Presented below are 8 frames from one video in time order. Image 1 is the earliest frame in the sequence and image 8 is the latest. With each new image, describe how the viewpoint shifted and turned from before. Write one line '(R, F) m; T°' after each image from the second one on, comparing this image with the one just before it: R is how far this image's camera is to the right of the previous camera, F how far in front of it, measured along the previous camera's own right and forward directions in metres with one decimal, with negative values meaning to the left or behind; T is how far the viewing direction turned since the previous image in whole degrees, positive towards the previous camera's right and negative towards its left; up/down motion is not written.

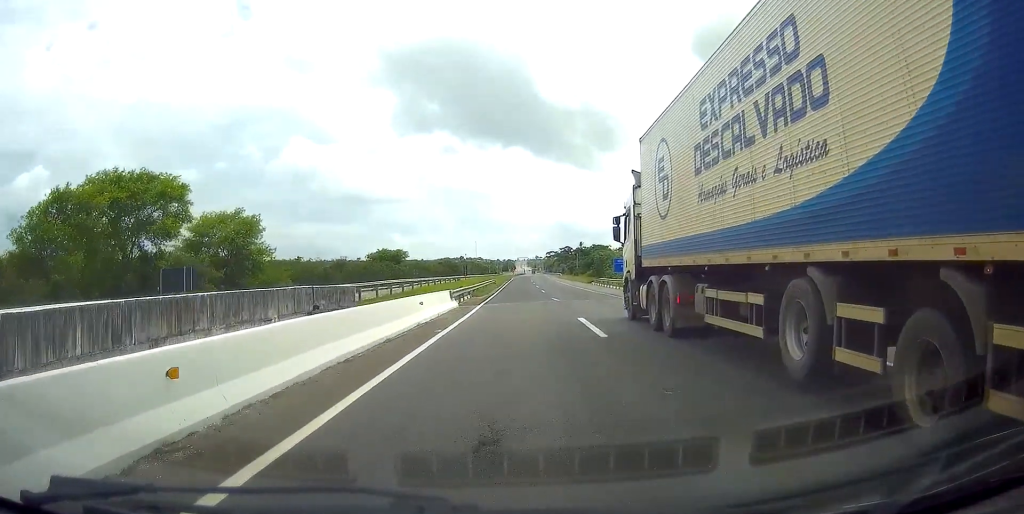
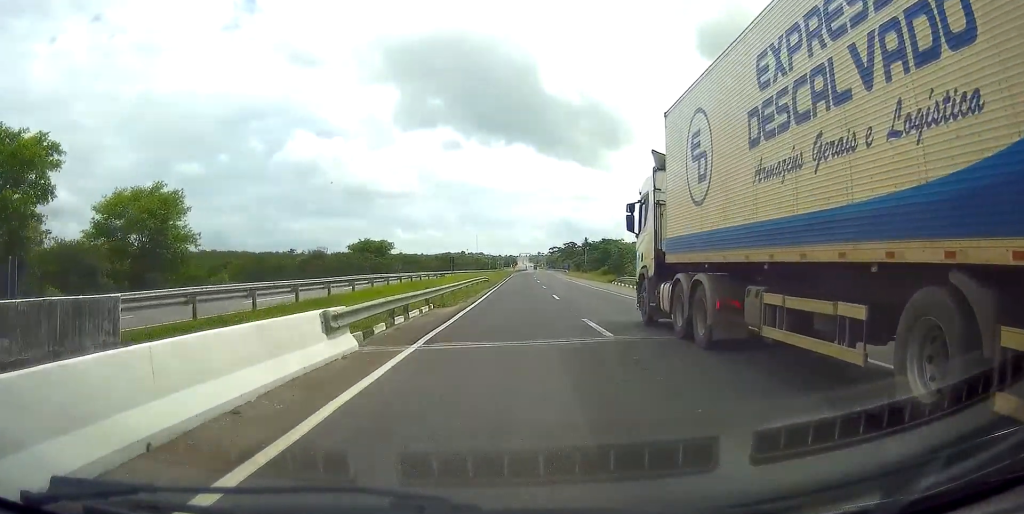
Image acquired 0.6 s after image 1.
(0.0, +17.3) m; -1°
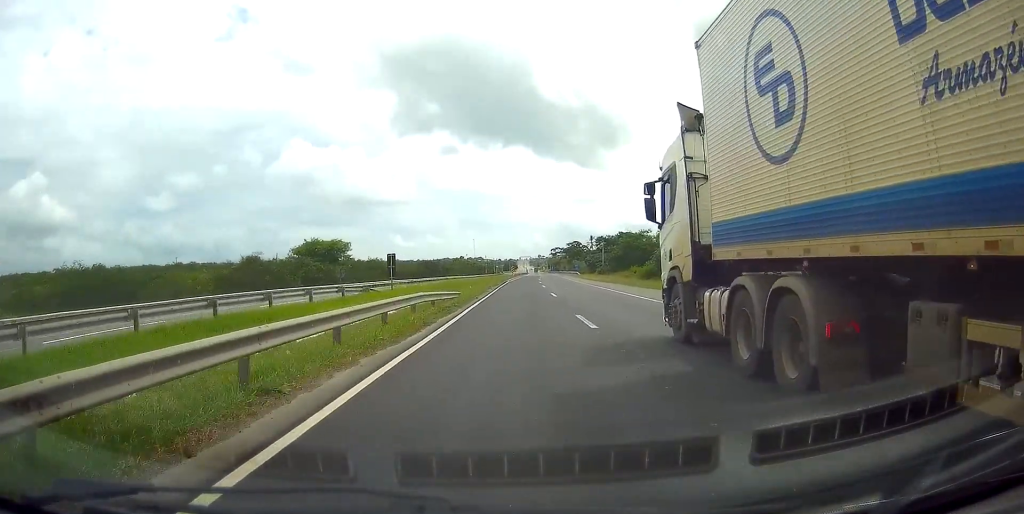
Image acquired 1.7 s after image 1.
(-0.4, +30.8) m; -1°
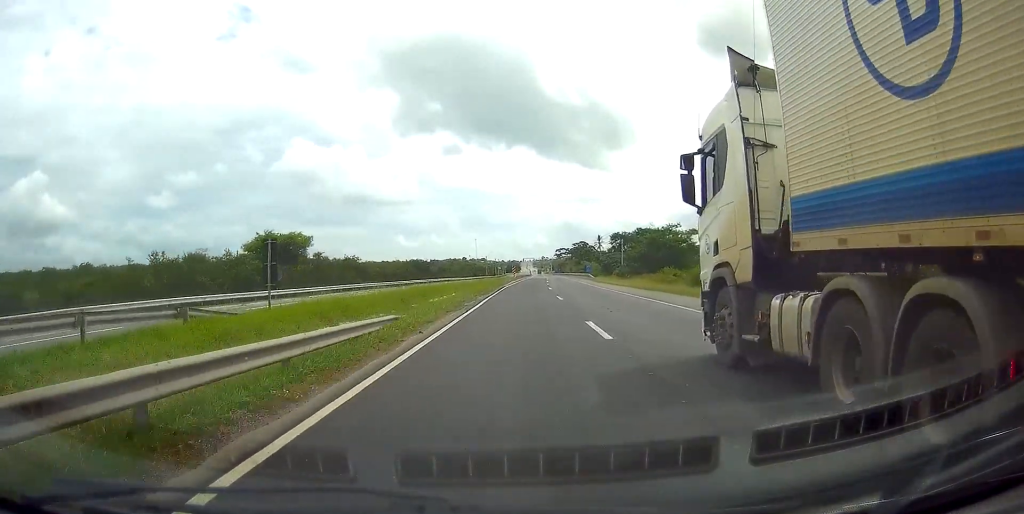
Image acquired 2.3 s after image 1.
(-0.2, +18.3) m; 0°
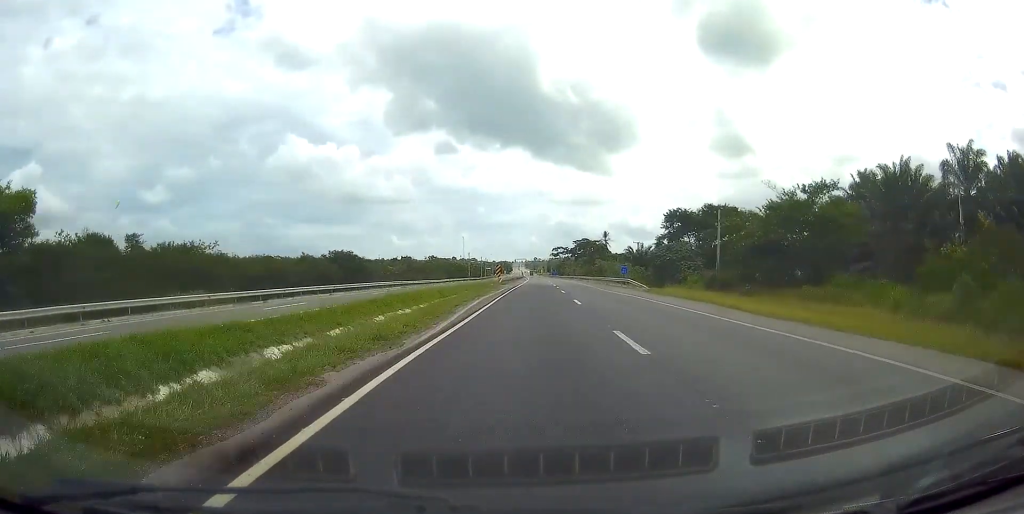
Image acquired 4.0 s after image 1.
(+0.7, +48.2) m; +1°
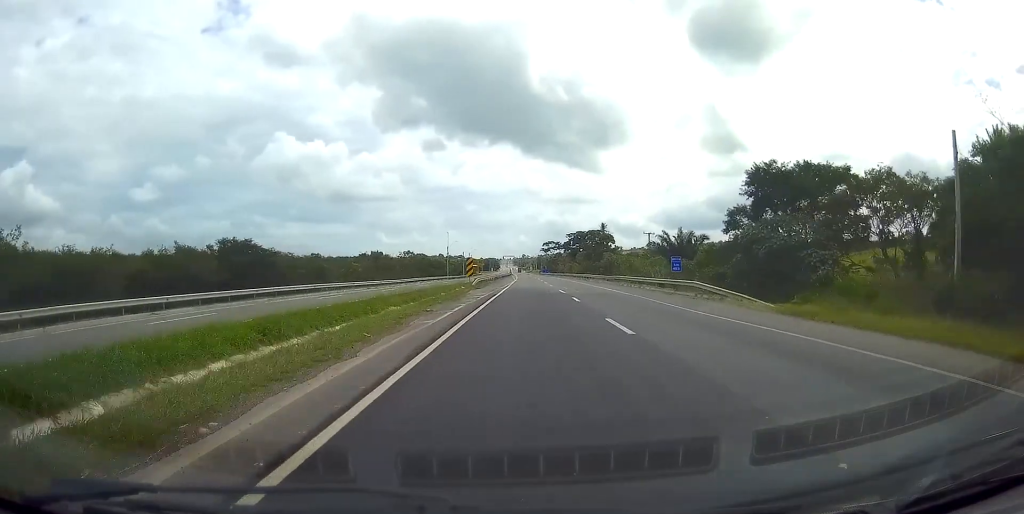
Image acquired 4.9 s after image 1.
(+0.2, +28.1) m; 0°
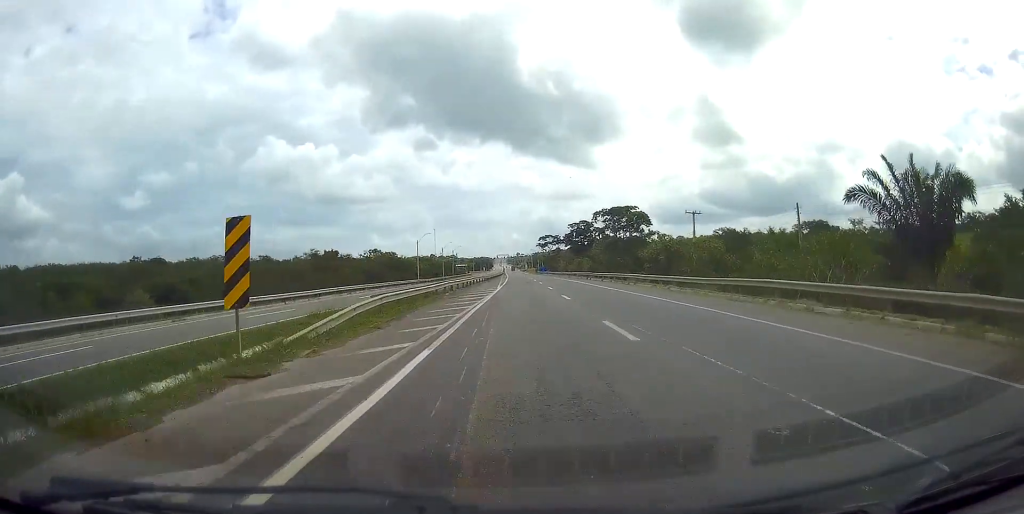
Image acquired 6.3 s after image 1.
(-0.3, +41.0) m; +1°
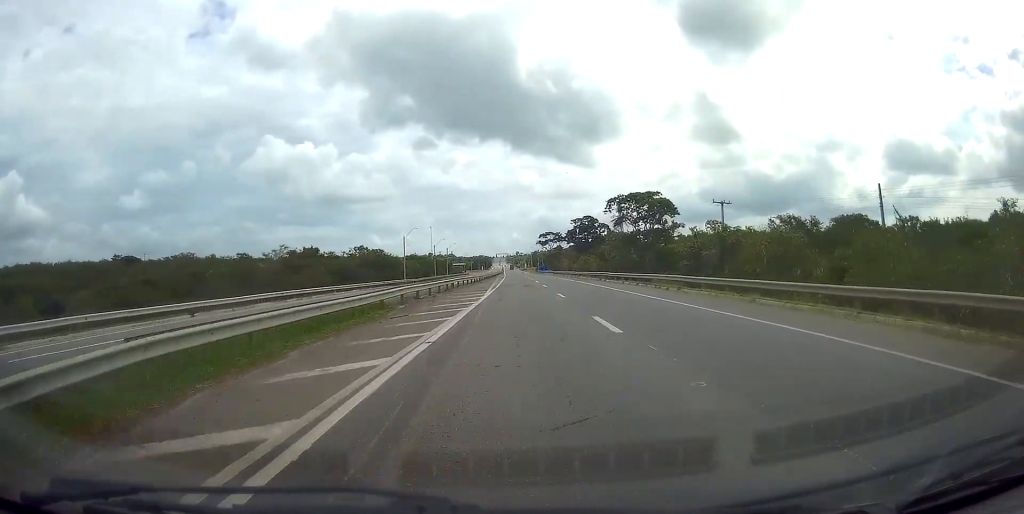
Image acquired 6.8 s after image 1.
(+0.4, +14.7) m; 0°
